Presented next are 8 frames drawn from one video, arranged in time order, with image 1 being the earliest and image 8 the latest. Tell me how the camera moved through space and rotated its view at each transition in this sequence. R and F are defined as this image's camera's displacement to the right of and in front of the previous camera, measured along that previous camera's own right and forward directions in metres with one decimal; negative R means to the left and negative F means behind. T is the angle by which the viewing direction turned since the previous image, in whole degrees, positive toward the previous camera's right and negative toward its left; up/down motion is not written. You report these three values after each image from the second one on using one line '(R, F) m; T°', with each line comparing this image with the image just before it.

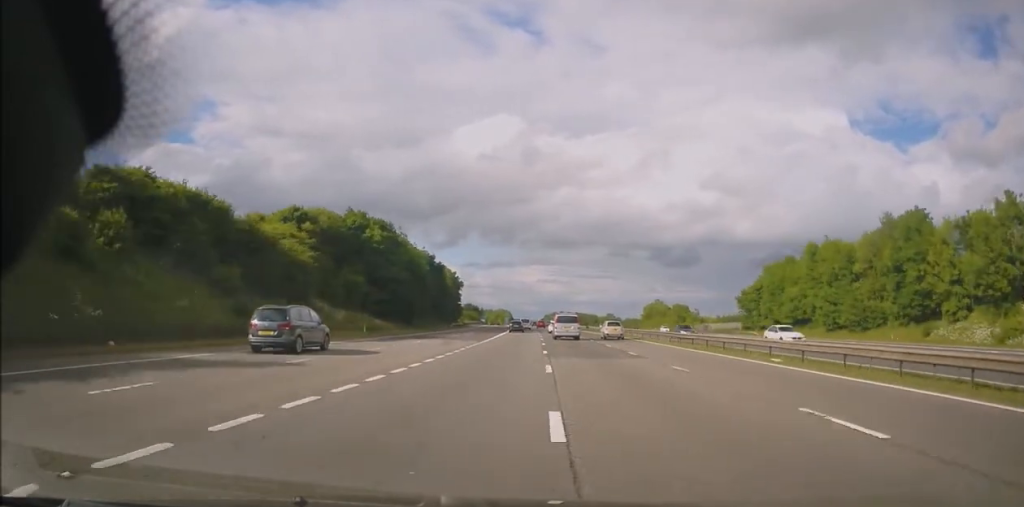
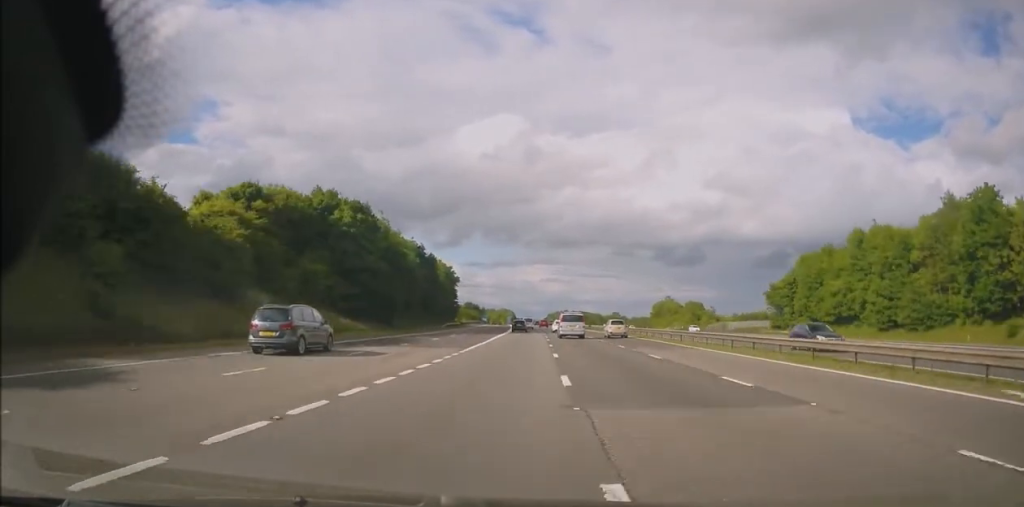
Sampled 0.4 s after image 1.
(0.0, +12.9) m; 0°
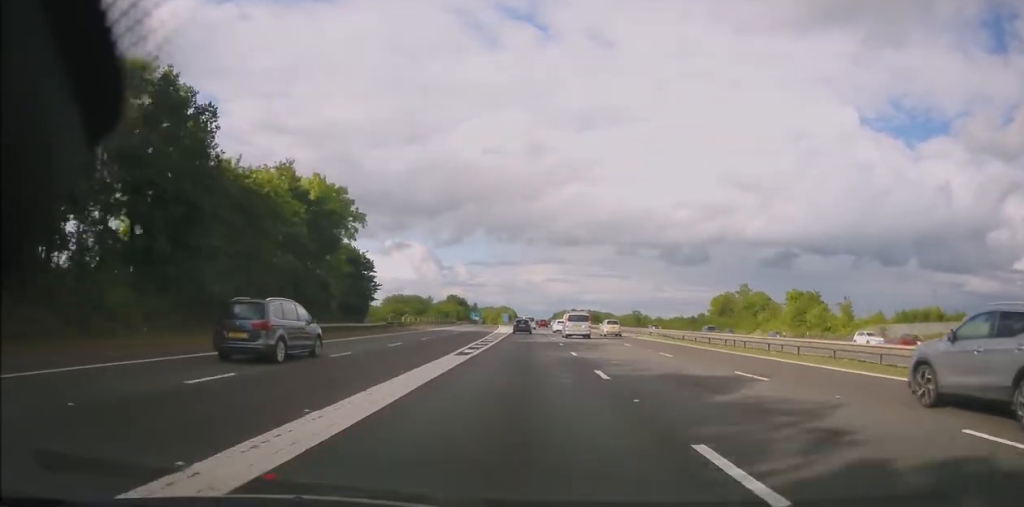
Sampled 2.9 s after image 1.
(-0.1, +72.7) m; -1°
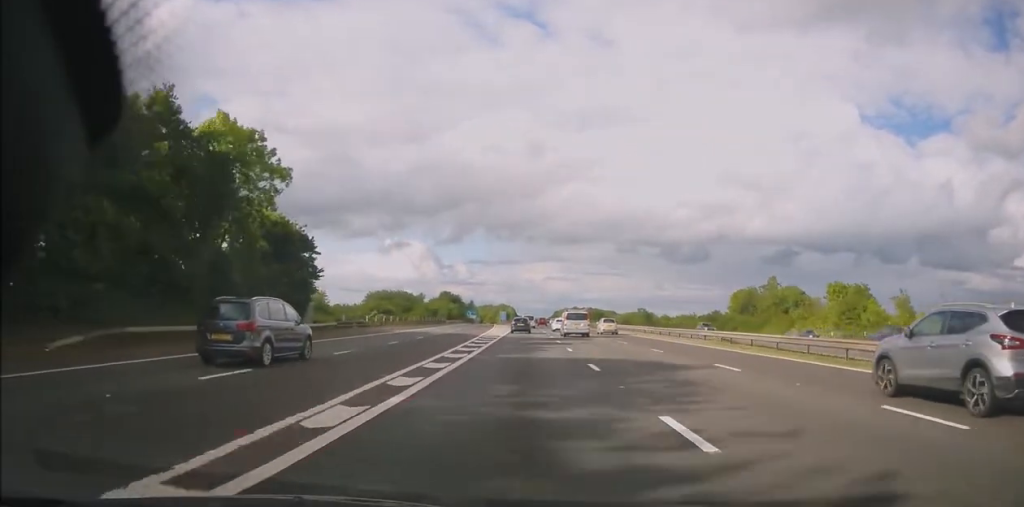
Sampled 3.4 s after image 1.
(-0.1, +16.9) m; 0°
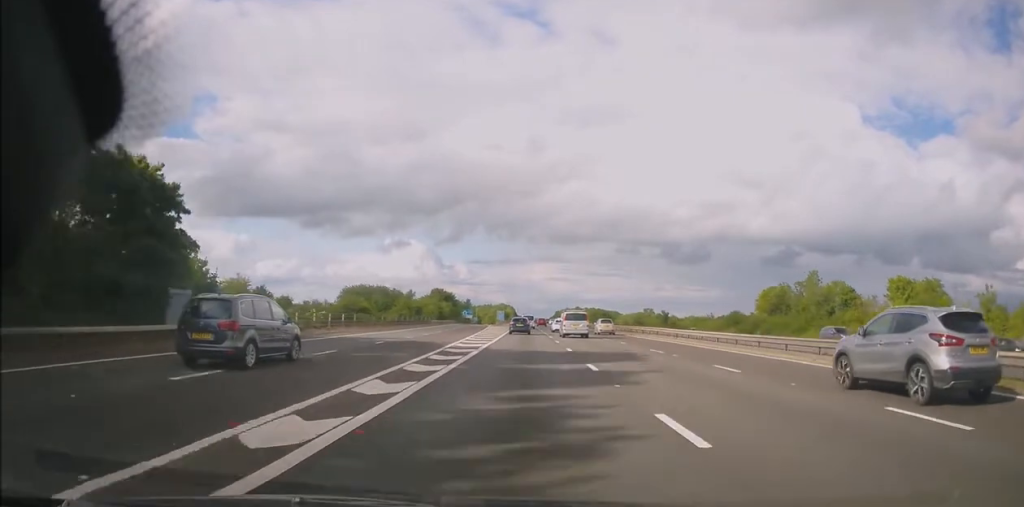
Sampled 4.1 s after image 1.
(-0.1, +18.8) m; 0°
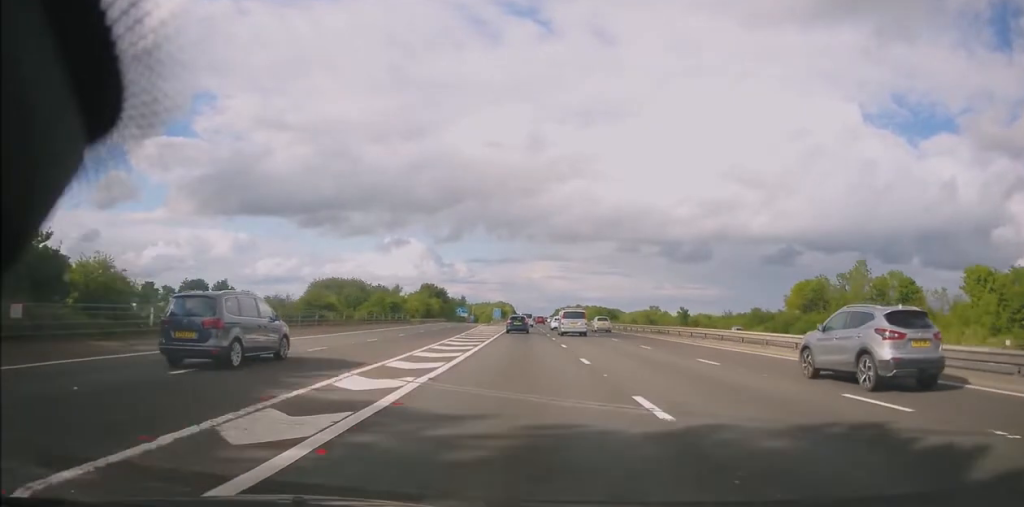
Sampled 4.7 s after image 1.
(+0.1, +17.5) m; 0°
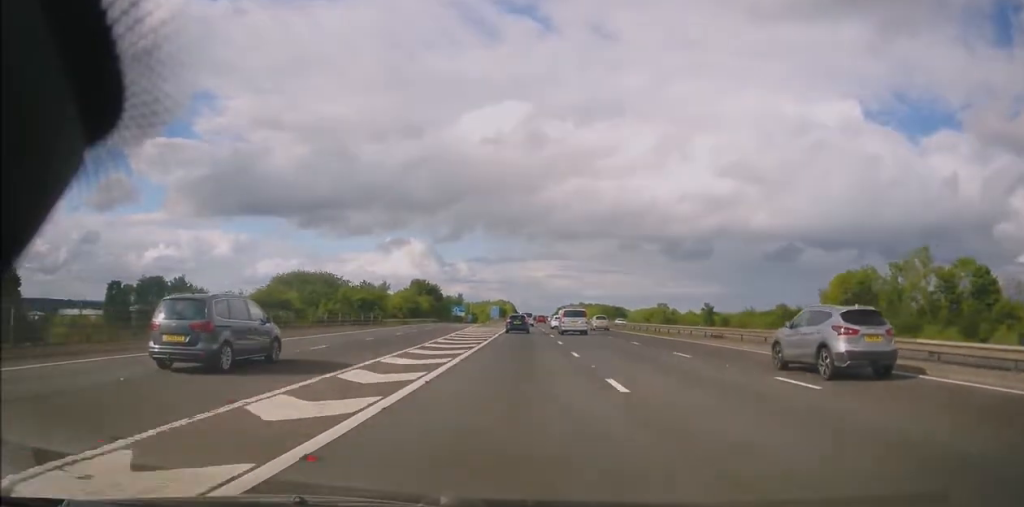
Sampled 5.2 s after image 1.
(0.0, +16.1) m; 0°
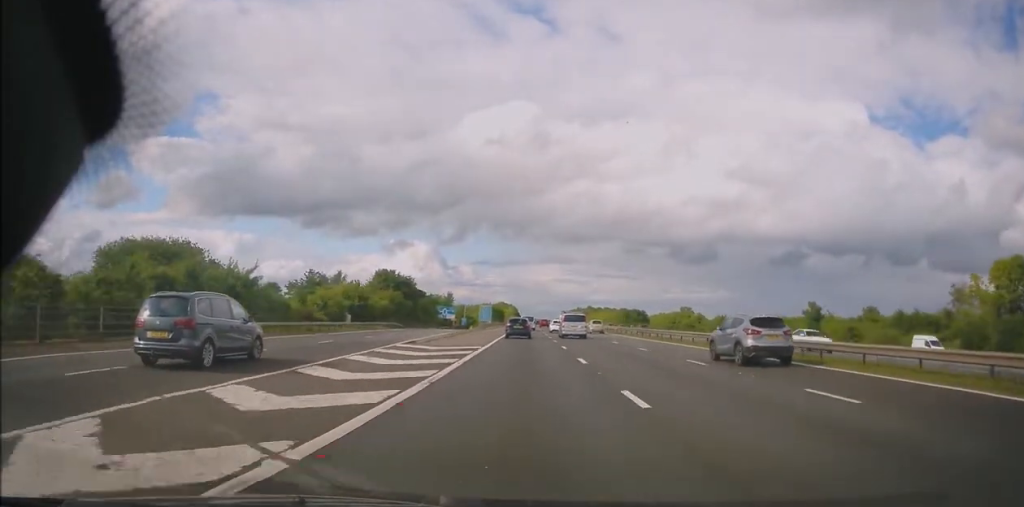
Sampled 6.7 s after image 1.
(-0.2, +39.2) m; 0°
